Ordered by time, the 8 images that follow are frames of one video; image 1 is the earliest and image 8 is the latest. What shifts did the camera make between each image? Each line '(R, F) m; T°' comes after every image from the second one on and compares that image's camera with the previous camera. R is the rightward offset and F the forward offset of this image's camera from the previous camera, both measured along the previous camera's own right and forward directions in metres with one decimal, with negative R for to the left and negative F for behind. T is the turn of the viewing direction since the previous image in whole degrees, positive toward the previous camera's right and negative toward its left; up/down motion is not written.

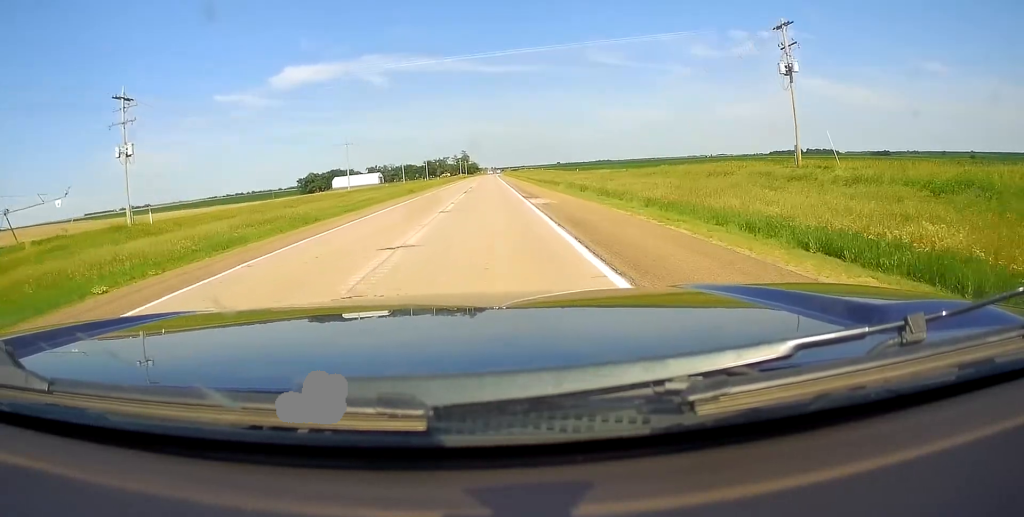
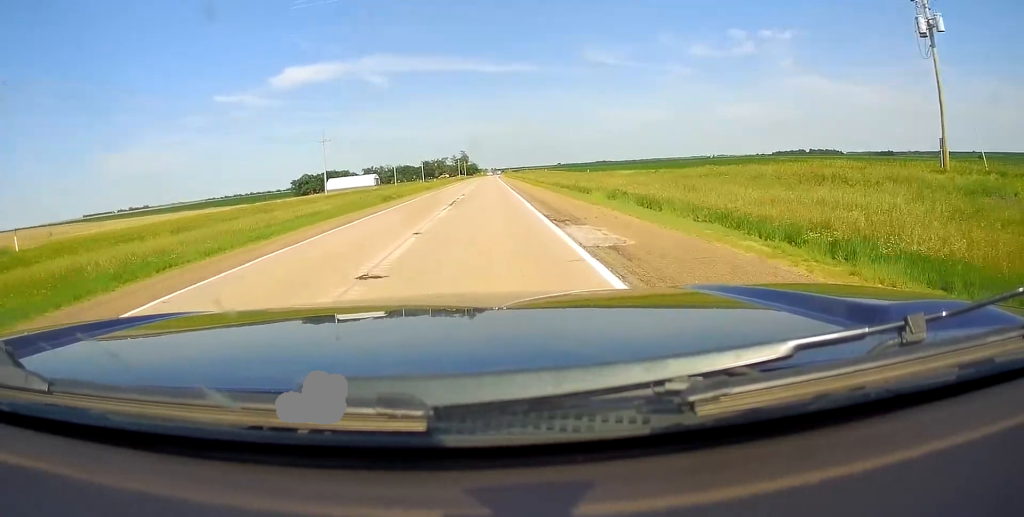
(0.0, +14.3) m; 0°
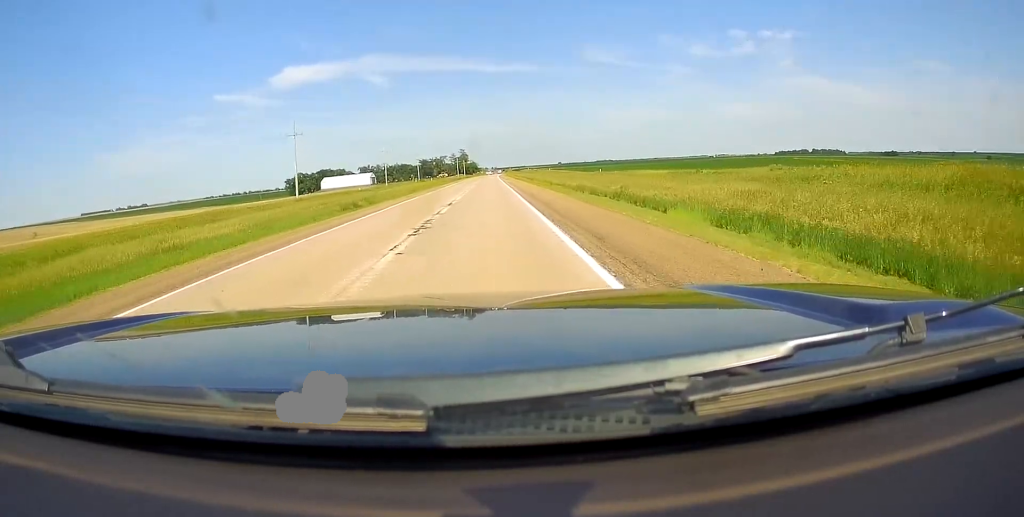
(0.0, +13.3) m; 0°
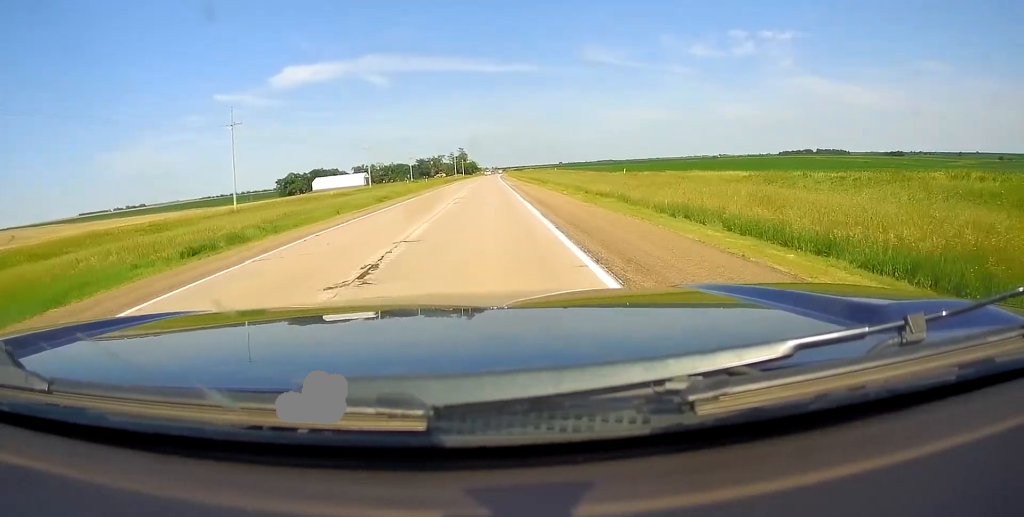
(0.0, +18.9) m; 0°
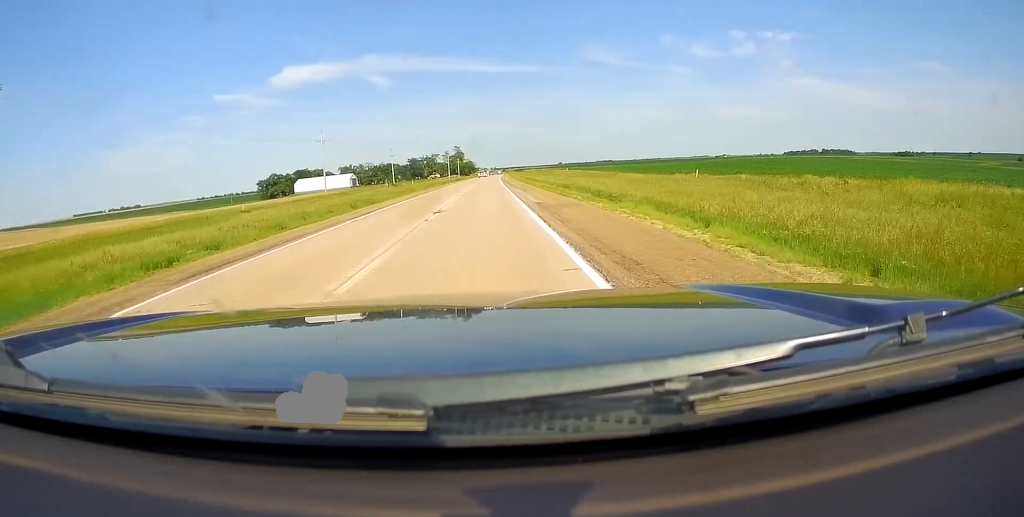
(0.0, +31.8) m; 0°
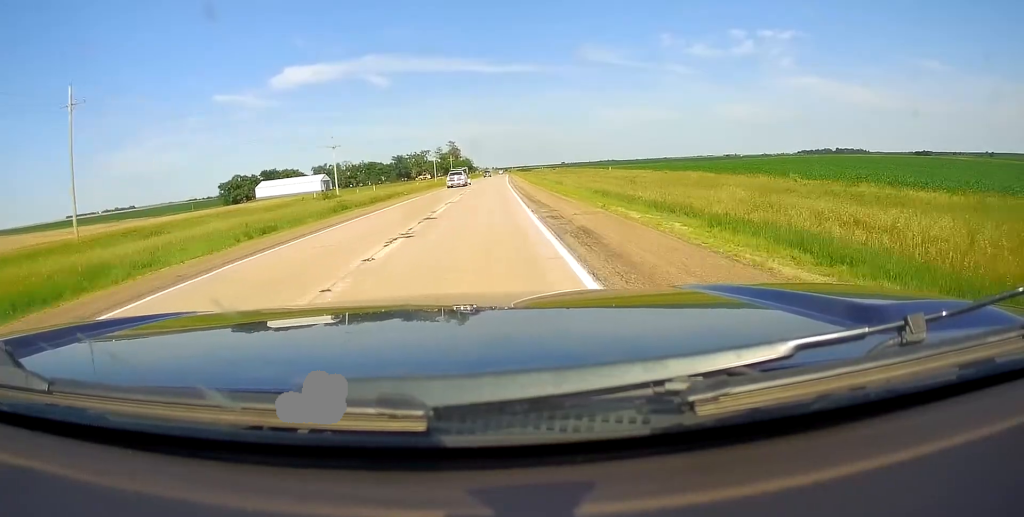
(+0.9, +57.3) m; +1°
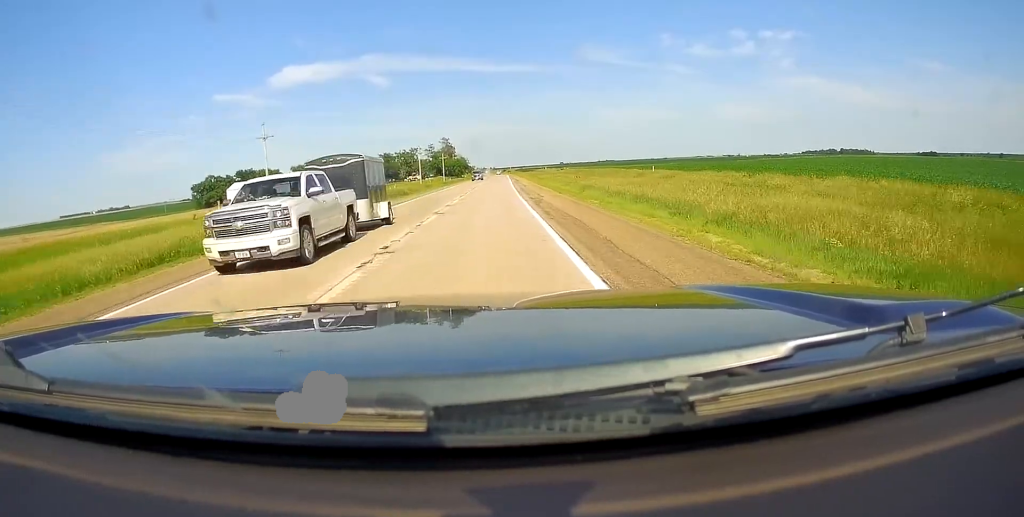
(-0.5, +29.1) m; -1°
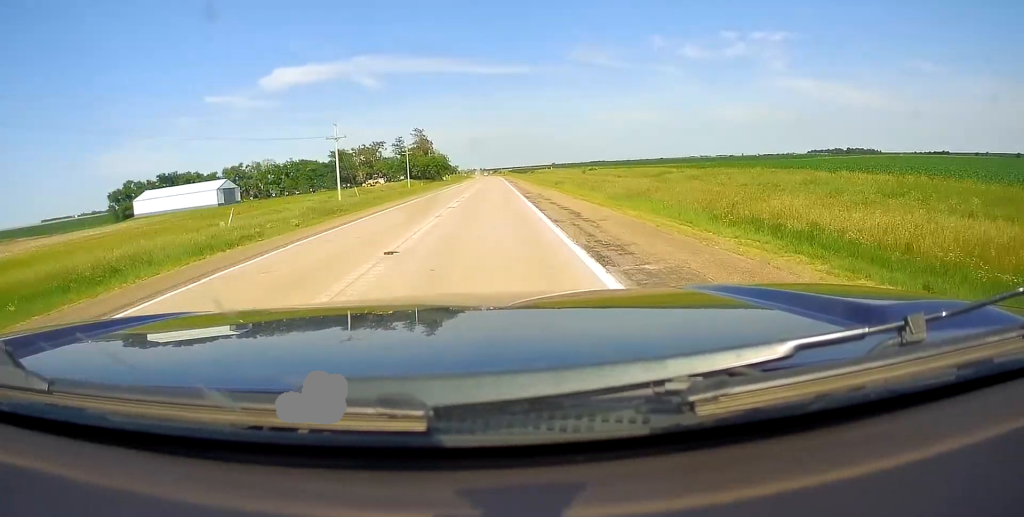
(0.0, +64.0) m; 0°
